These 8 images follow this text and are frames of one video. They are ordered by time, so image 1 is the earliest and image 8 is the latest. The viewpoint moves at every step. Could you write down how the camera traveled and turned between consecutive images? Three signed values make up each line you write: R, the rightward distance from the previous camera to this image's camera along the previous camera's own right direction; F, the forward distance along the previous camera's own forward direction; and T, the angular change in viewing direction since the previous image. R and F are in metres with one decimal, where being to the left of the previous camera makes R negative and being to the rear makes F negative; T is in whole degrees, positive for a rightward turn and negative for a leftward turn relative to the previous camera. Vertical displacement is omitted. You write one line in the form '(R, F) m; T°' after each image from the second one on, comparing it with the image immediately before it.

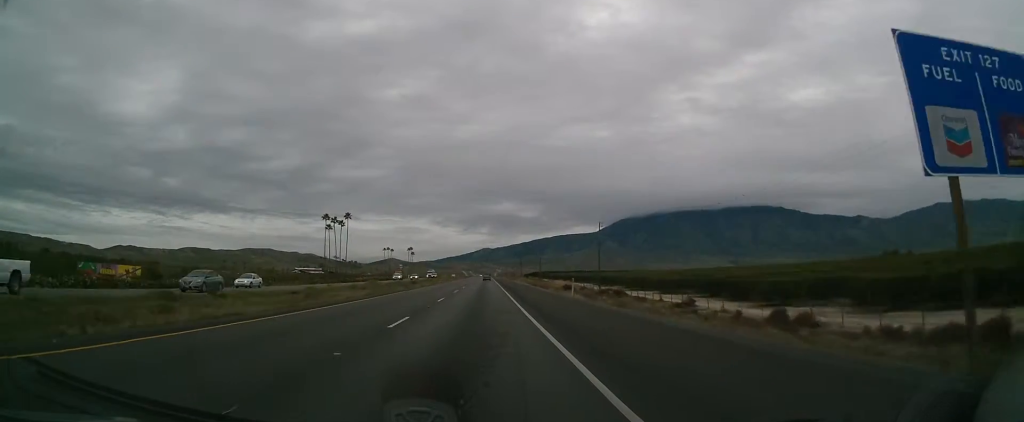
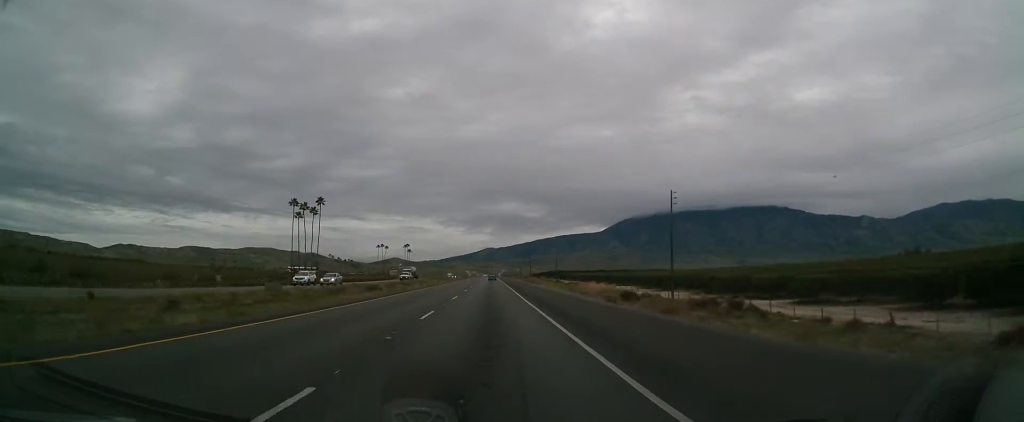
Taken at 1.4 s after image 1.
(+0.1, +37.1) m; 0°
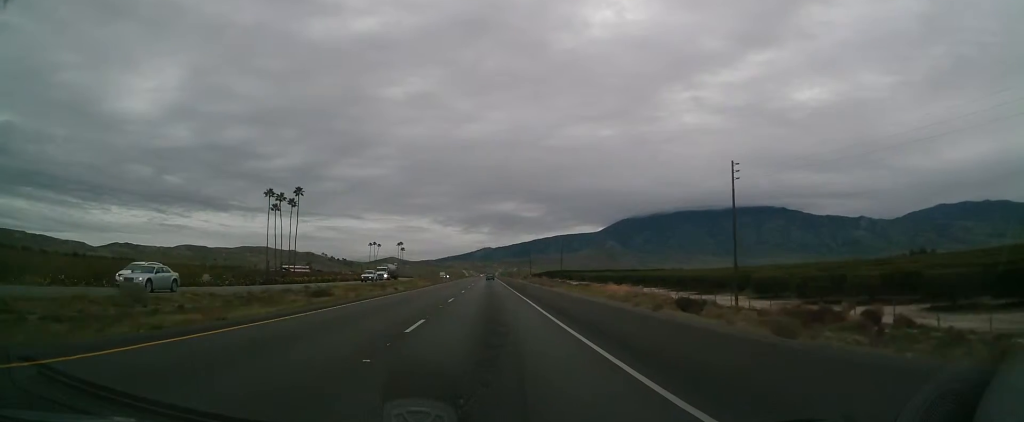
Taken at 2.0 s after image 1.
(0.0, +17.4) m; 0°
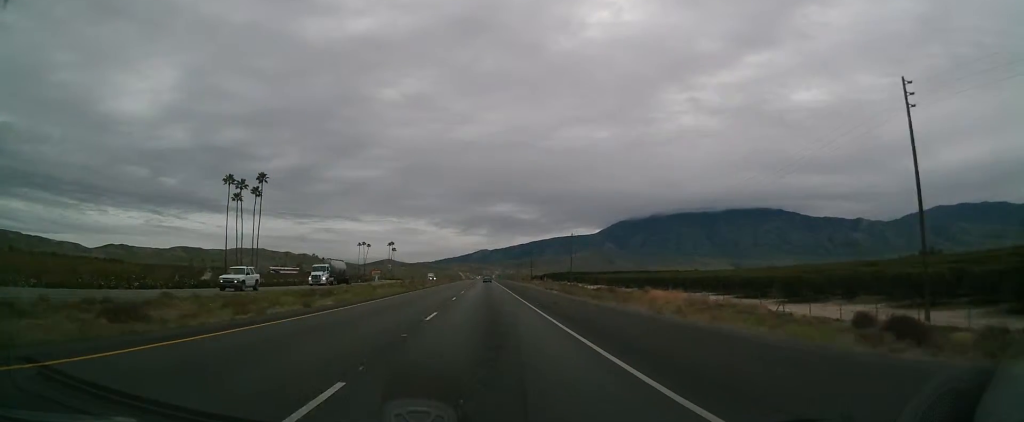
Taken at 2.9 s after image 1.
(-0.3, +23.4) m; 0°
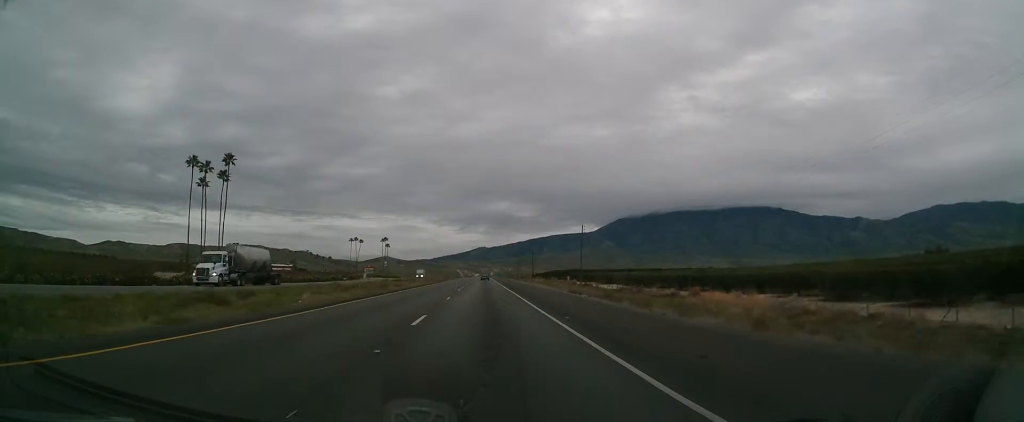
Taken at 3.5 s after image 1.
(+0.2, +17.3) m; 0°
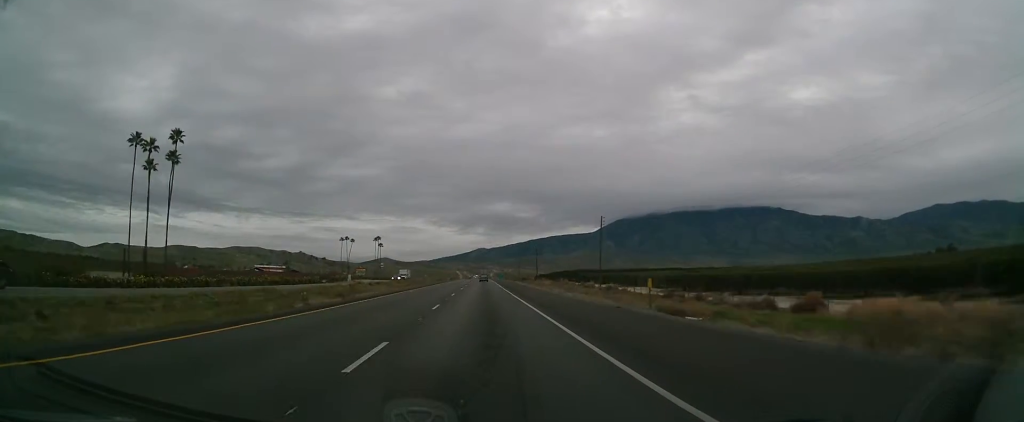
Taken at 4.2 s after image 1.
(0.0, +21.2) m; 0°
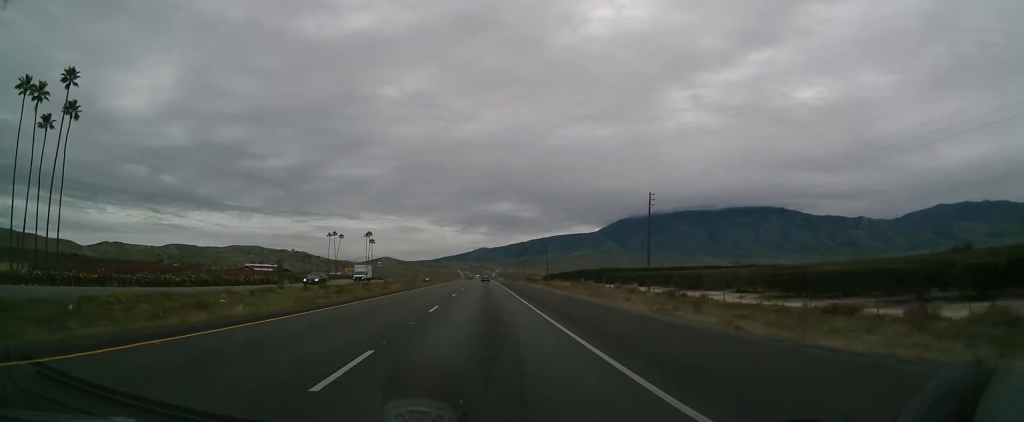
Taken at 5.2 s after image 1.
(-0.1, +30.3) m; 0°
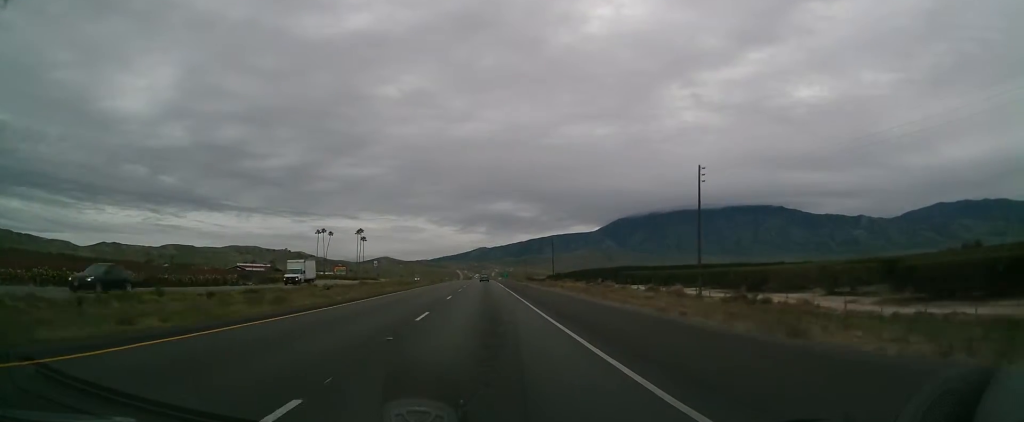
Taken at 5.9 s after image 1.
(+0.2, +18.7) m; 0°
